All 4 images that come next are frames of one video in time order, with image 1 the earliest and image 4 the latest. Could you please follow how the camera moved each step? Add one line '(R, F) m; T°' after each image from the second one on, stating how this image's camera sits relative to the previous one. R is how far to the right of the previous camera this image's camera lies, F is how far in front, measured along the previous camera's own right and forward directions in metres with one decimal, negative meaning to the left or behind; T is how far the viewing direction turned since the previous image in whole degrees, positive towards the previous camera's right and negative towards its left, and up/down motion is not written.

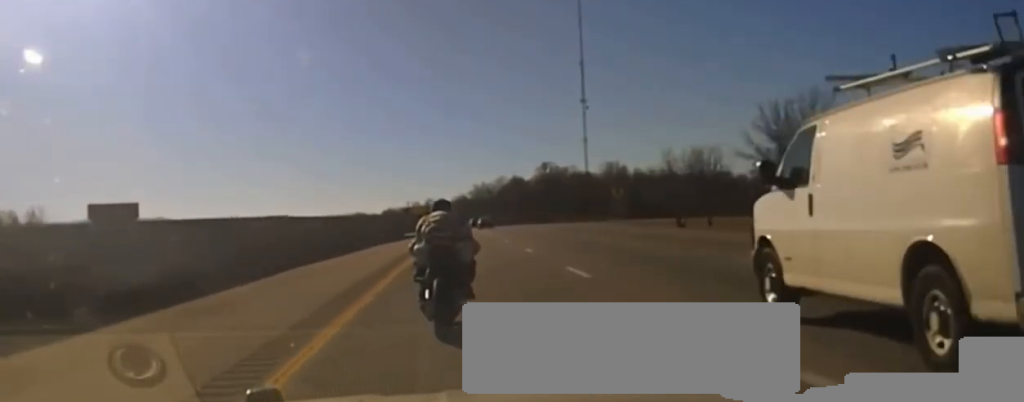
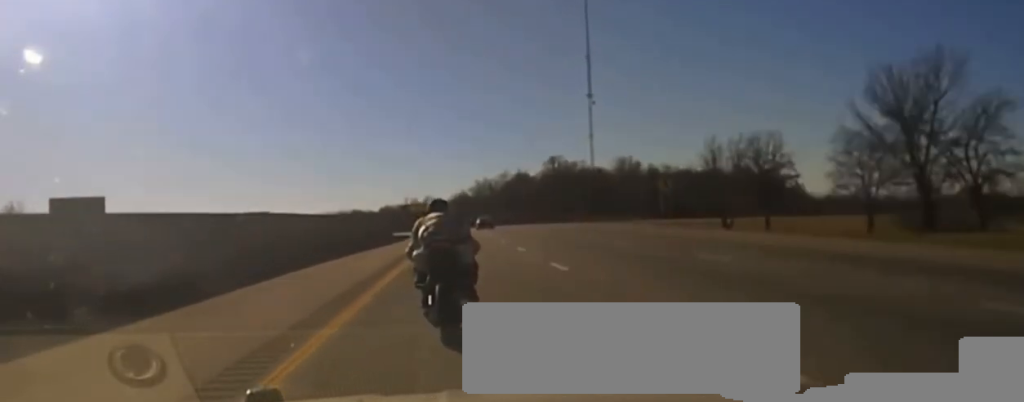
(0.0, +22.7) m; 0°
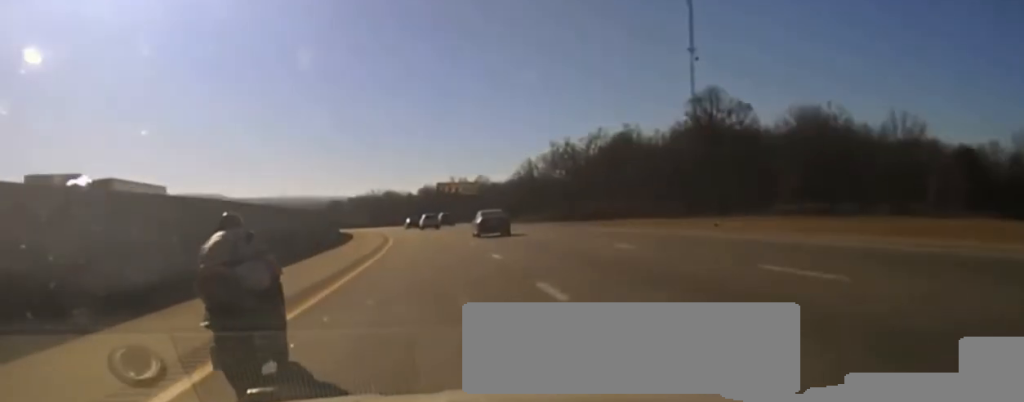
(-3.6, +108.9) m; -6°
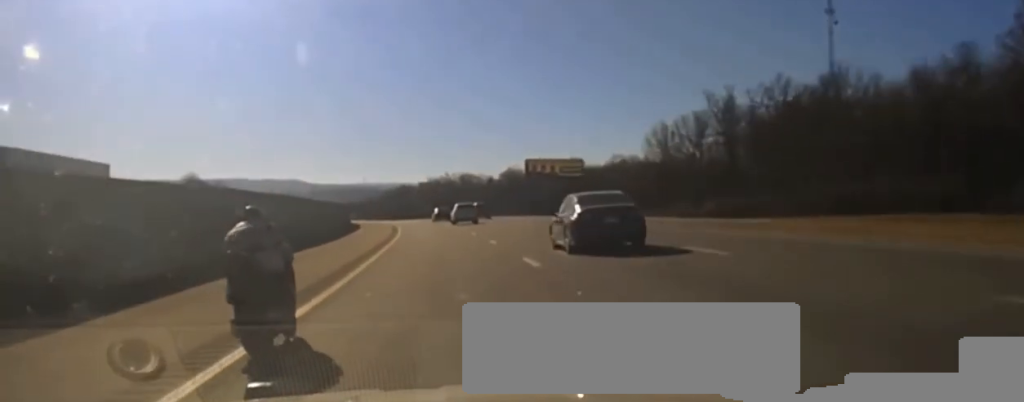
(-3.1, +63.5) m; -5°
